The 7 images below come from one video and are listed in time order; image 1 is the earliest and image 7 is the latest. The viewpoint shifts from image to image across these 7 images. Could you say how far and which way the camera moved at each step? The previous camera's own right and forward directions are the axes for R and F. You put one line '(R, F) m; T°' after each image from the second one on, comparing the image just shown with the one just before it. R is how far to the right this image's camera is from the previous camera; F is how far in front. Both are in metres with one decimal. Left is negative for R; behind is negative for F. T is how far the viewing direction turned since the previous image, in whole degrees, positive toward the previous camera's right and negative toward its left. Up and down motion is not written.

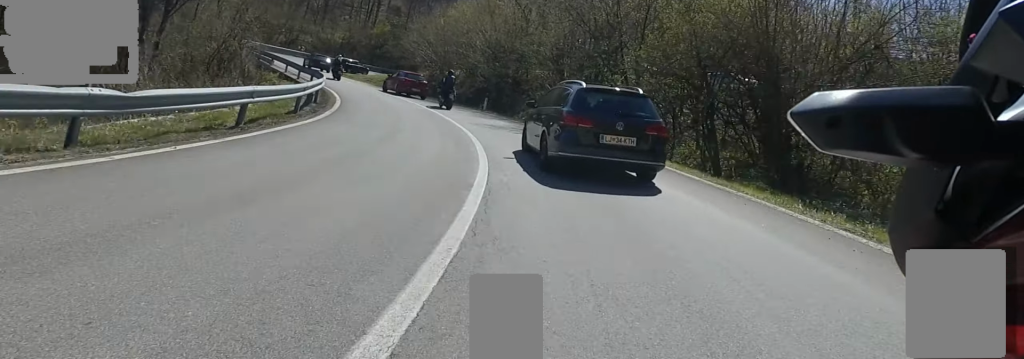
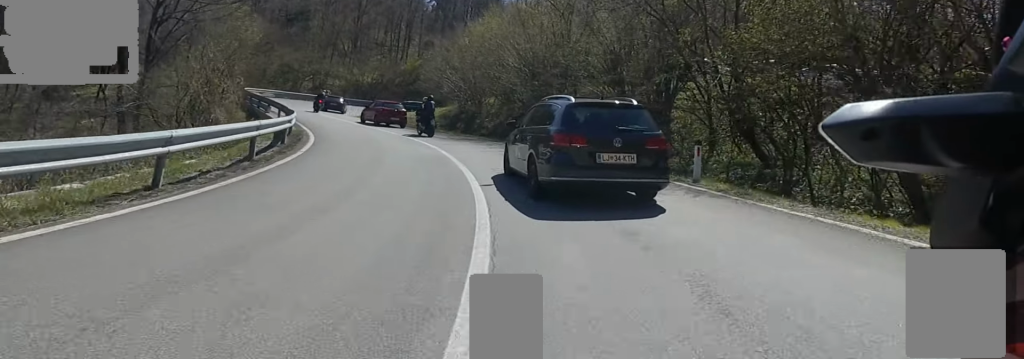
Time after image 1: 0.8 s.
(-1.6, +6.9) m; -11°
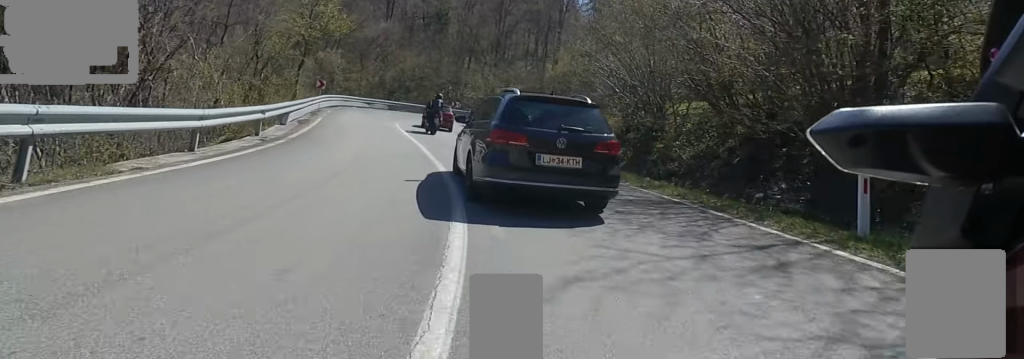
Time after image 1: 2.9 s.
(-0.4, +16.0) m; -13°
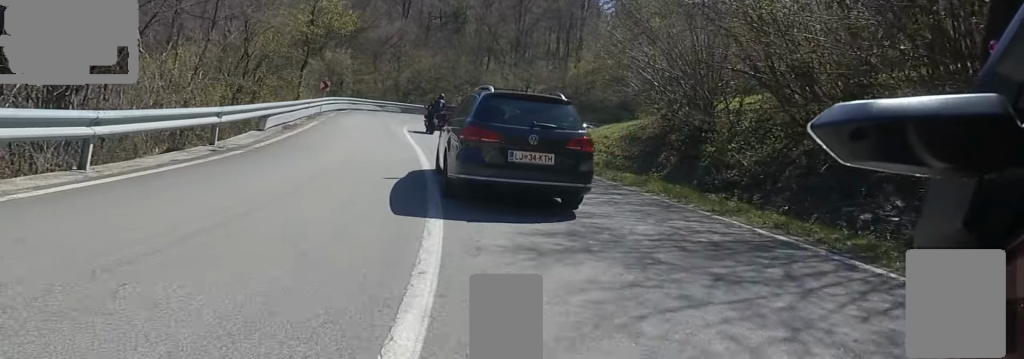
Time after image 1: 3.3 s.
(-0.4, +2.9) m; -4°
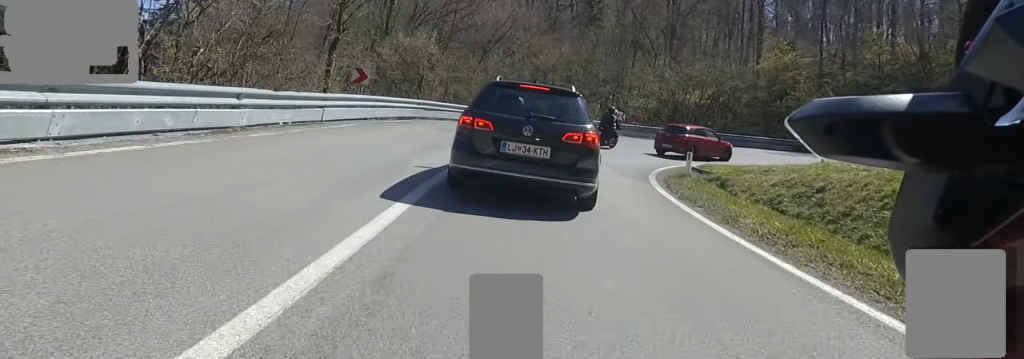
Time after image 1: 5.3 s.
(-1.3, +14.2) m; -5°
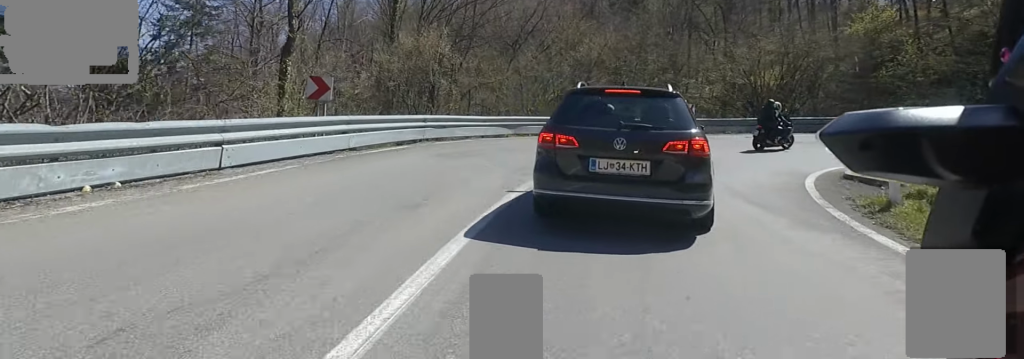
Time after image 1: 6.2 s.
(0.0, +5.9) m; 0°
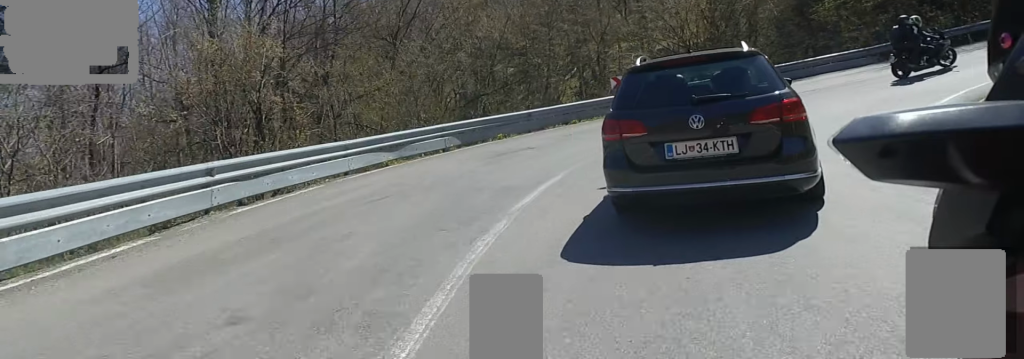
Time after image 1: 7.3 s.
(0.0, +6.8) m; +11°
